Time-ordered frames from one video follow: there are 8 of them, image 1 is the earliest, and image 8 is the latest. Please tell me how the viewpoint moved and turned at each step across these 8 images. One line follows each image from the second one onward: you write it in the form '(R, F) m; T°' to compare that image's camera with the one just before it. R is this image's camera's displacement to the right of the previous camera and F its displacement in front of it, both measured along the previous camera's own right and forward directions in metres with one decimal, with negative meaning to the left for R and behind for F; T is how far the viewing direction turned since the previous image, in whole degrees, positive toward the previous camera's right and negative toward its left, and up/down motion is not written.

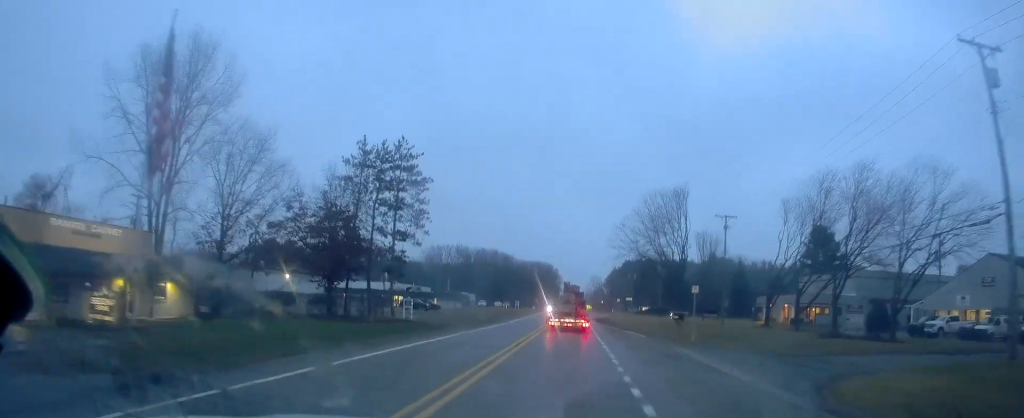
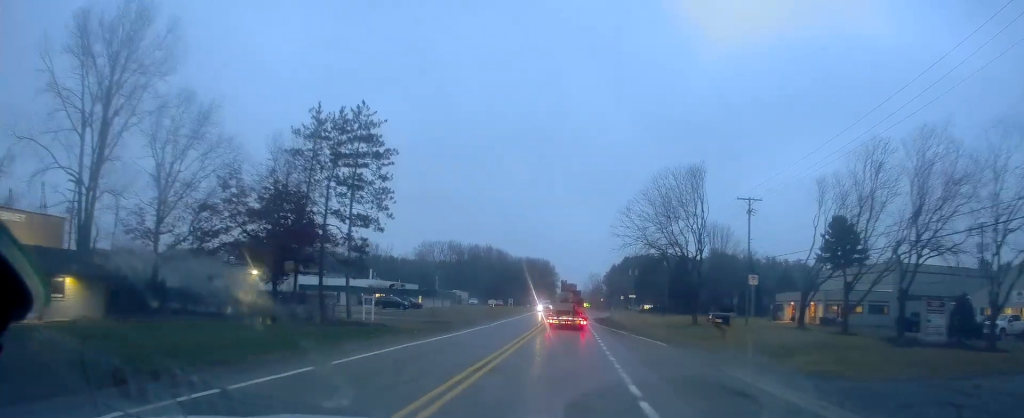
(-0.2, +9.8) m; +1°
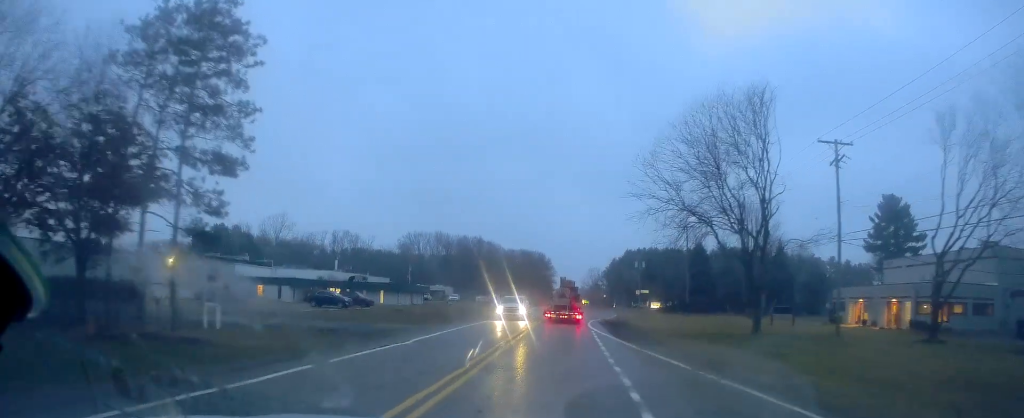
(+0.8, +20.1) m; +1°
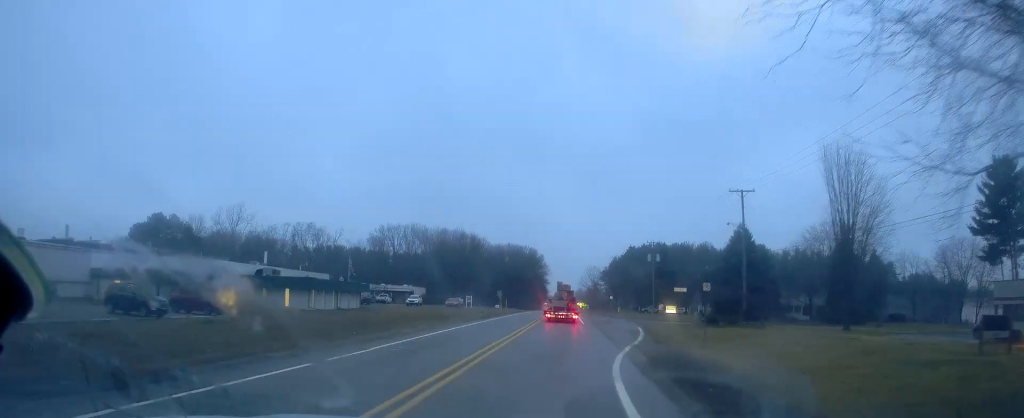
(-1.0, +29.2) m; -1°
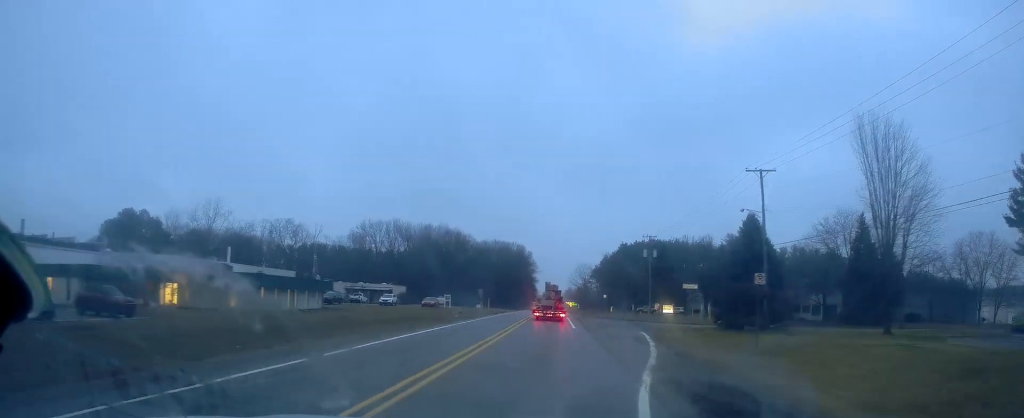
(+0.3, +8.7) m; +2°
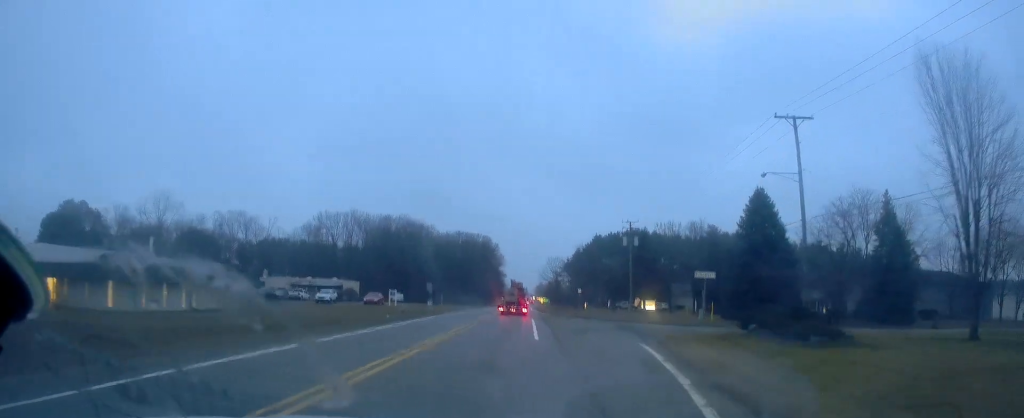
(+0.1, +13.5) m; +1°
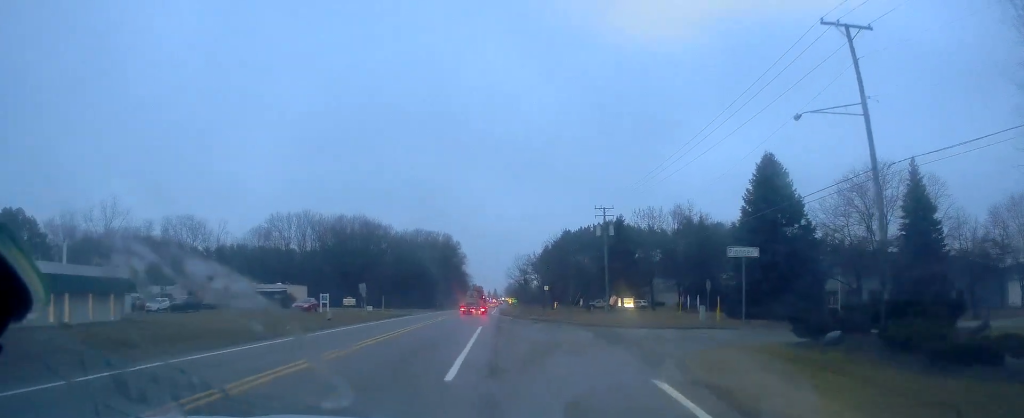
(0.0, +12.9) m; +3°
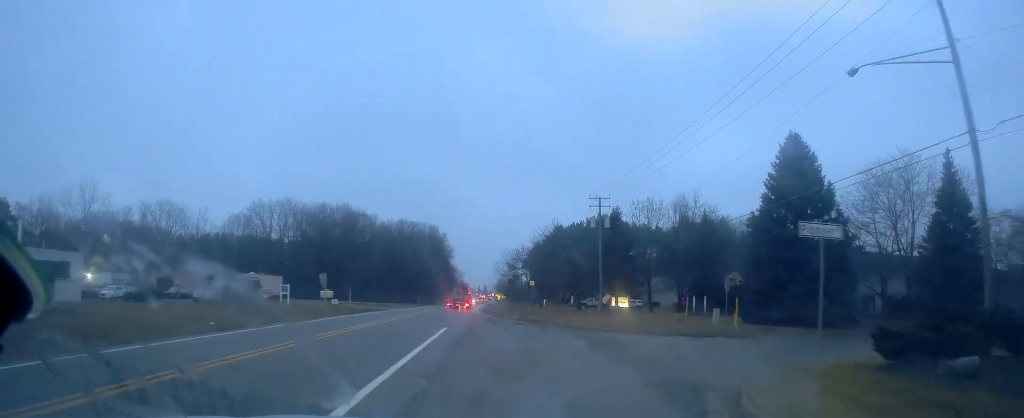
(+0.3, +7.3) m; +4°
